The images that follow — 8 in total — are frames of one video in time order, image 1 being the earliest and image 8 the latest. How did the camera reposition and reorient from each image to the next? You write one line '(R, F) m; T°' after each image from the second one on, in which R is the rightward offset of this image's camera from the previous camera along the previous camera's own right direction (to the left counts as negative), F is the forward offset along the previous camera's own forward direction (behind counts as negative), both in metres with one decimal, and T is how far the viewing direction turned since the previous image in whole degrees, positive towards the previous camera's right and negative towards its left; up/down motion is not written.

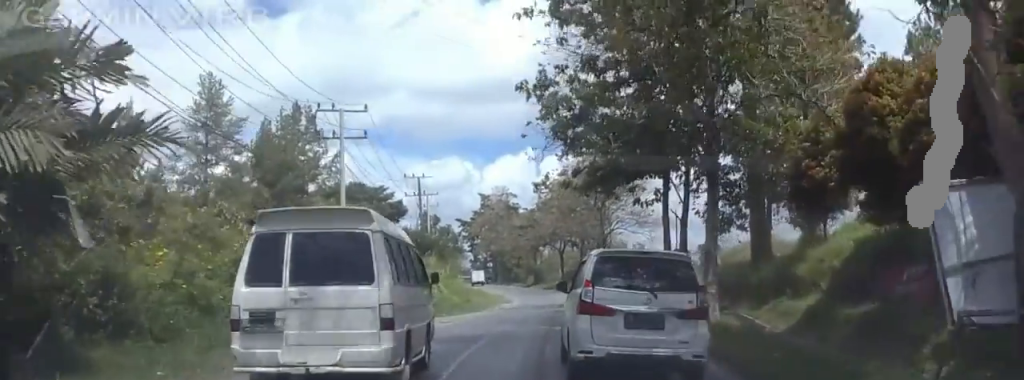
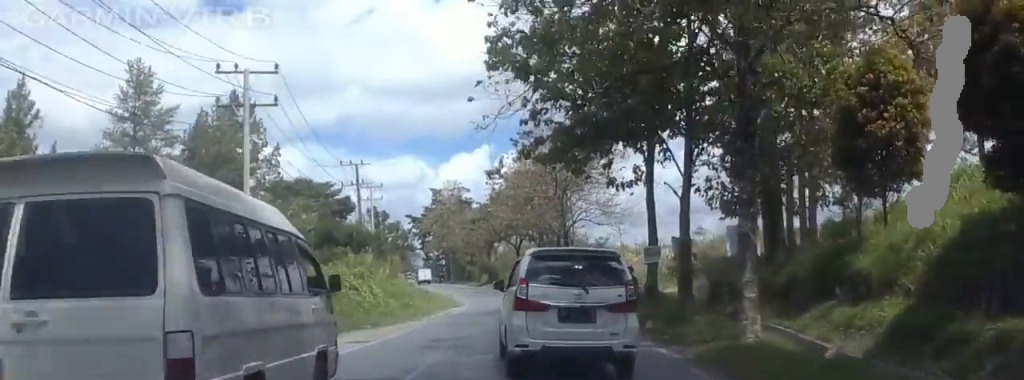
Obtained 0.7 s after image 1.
(-0.2, +8.6) m; +3°
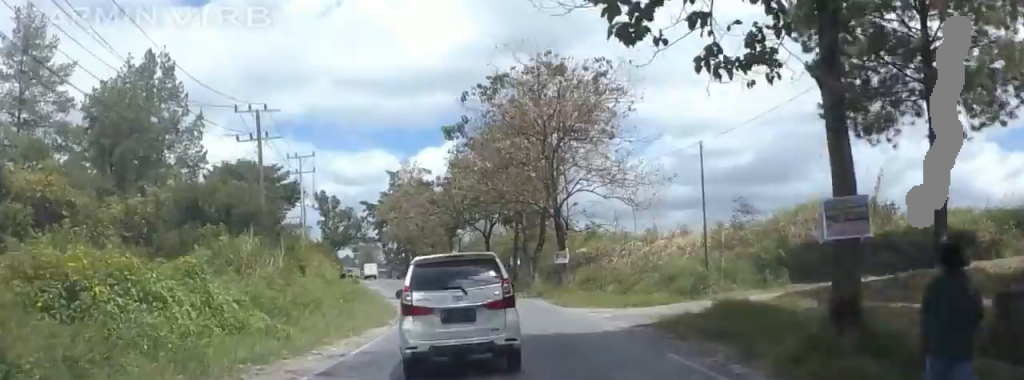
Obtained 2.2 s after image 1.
(+3.1, +19.8) m; +9°
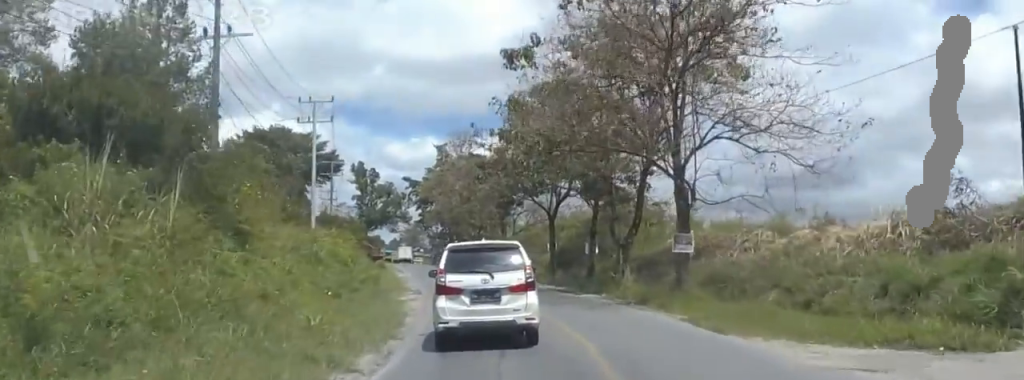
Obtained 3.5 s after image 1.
(-1.2, +17.1) m; -7°
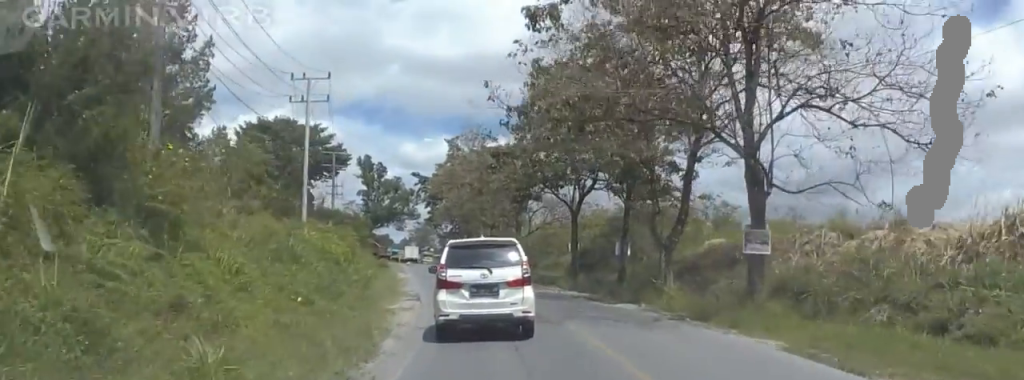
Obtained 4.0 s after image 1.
(0.0, +6.5) m; -3°
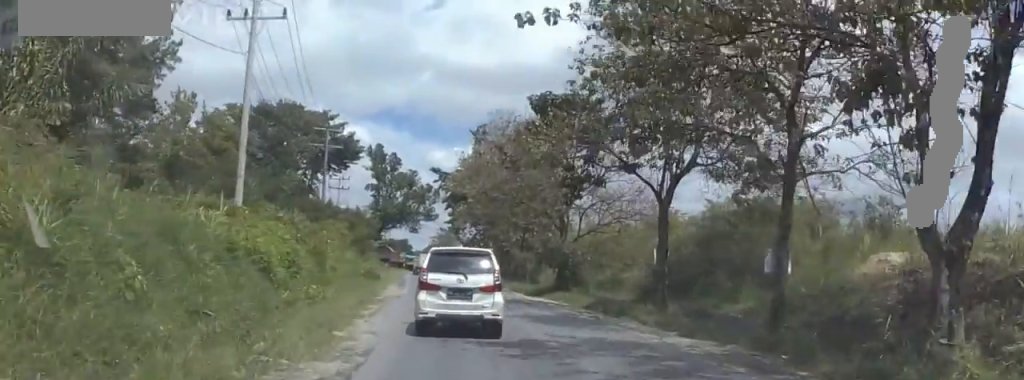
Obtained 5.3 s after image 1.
(-1.6, +18.1) m; -4°
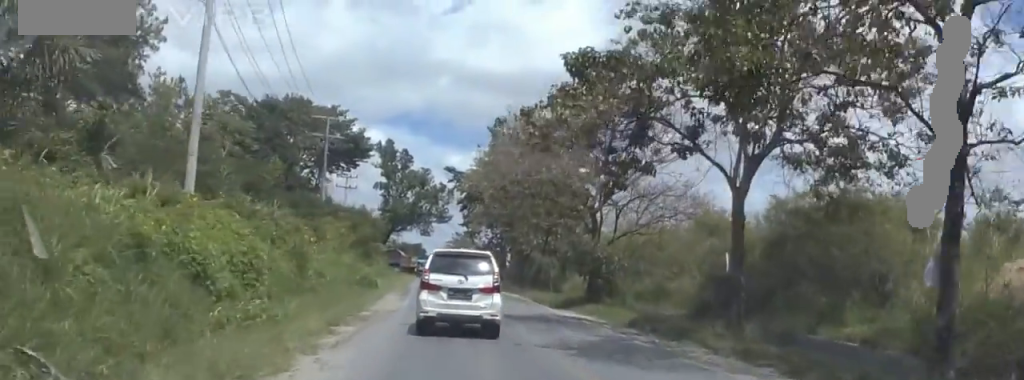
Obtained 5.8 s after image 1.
(+0.3, +7.3) m; +3°
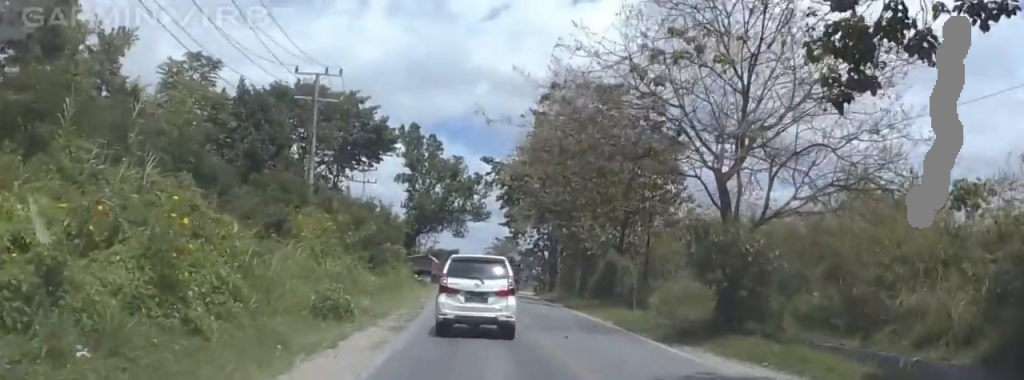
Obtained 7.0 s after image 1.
(+1.2, +16.7) m; +1°
